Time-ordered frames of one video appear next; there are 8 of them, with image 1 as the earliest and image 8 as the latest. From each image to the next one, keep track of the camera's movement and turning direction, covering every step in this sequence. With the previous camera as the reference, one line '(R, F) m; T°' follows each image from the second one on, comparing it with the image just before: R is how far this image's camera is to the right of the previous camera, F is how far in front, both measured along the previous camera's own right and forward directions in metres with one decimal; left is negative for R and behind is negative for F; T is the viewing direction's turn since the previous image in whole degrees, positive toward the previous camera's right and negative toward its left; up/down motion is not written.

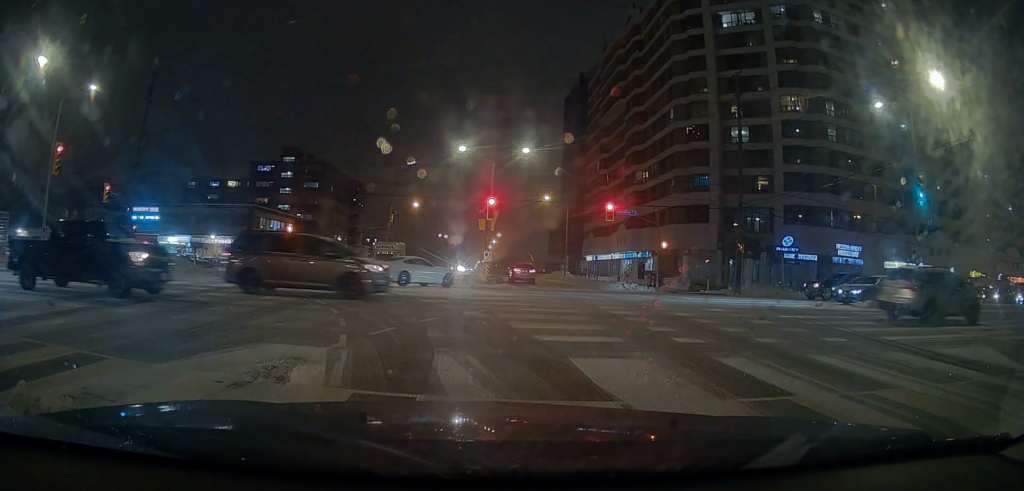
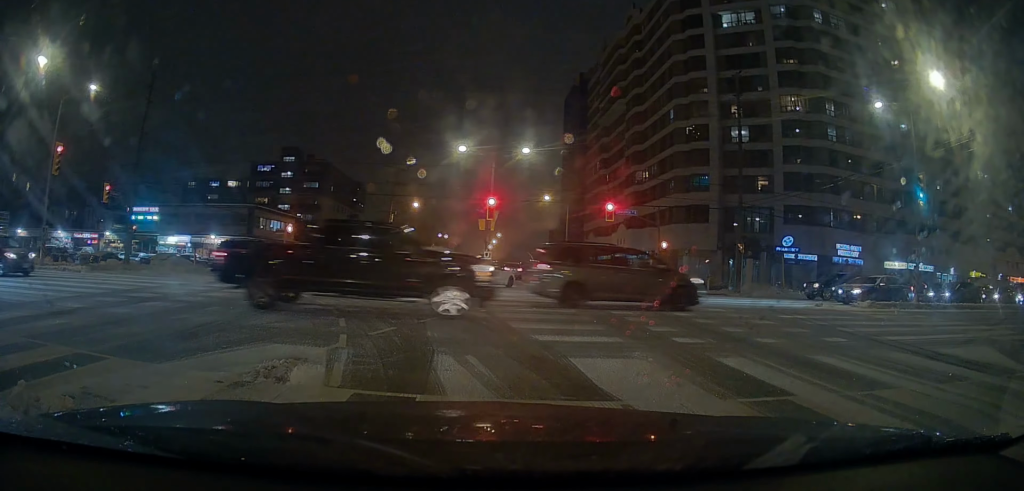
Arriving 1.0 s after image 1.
(0.0, 0.0) m; 0°
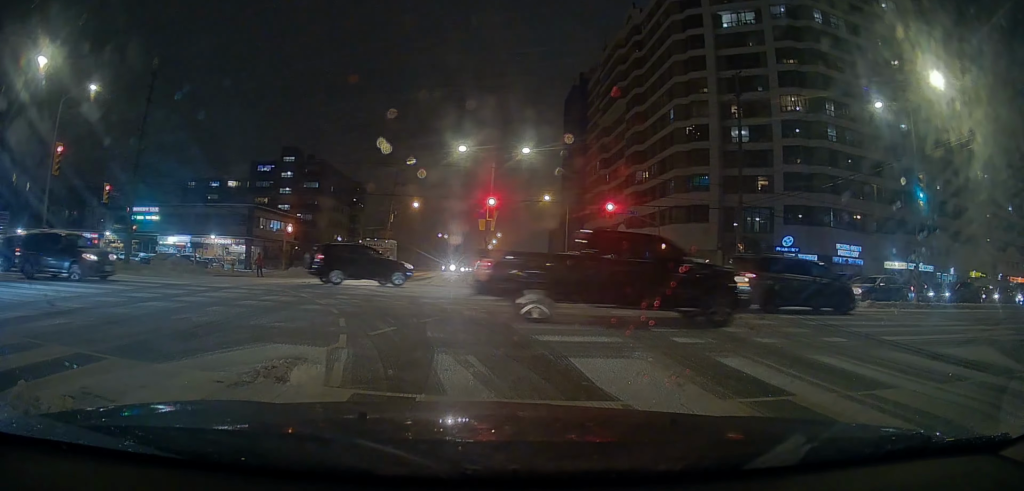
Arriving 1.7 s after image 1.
(0.0, 0.0) m; 0°
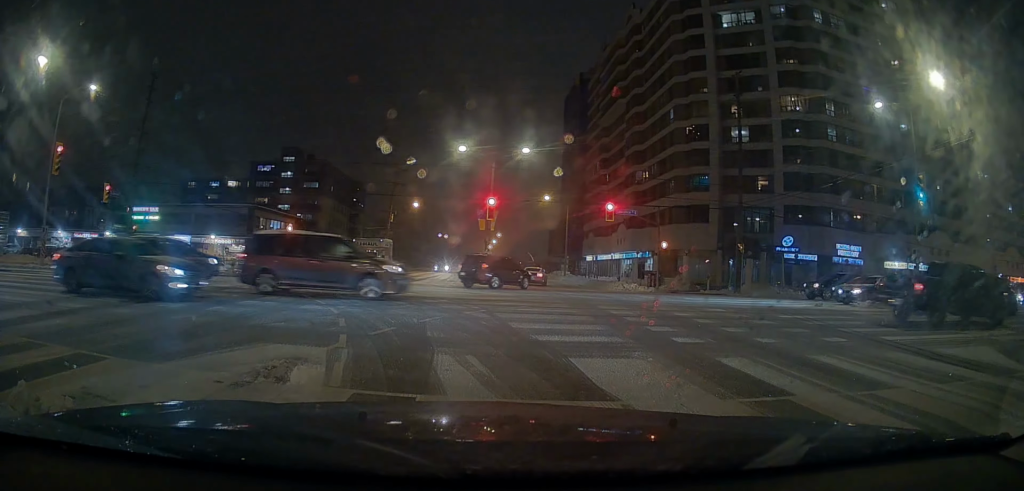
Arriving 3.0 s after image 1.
(0.0, 0.0) m; 0°
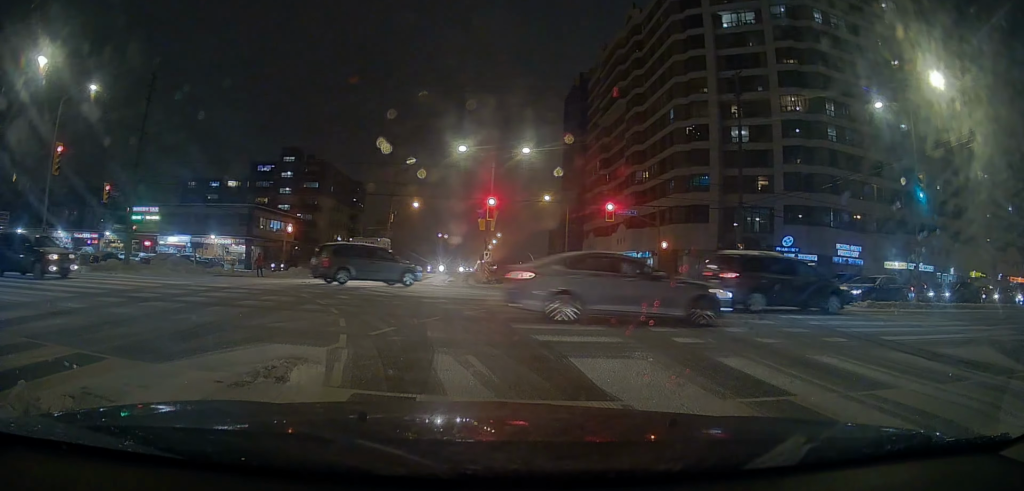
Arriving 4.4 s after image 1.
(0.0, 0.0) m; 0°
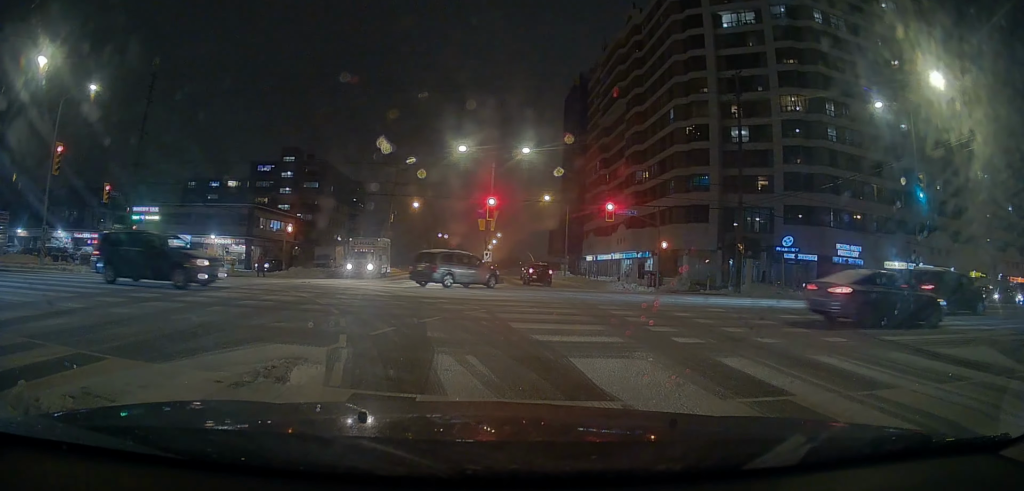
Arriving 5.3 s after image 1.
(0.0, 0.0) m; 0°
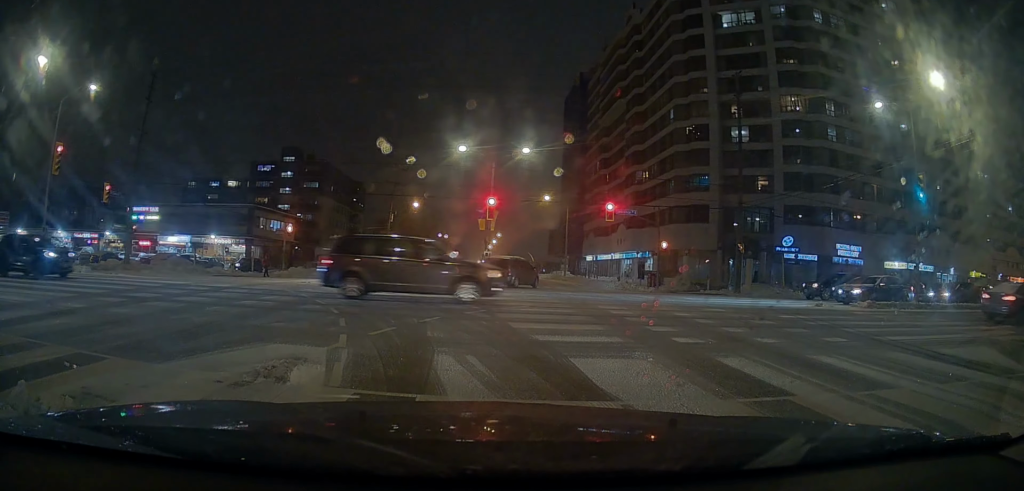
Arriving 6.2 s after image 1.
(0.0, 0.0) m; 0°
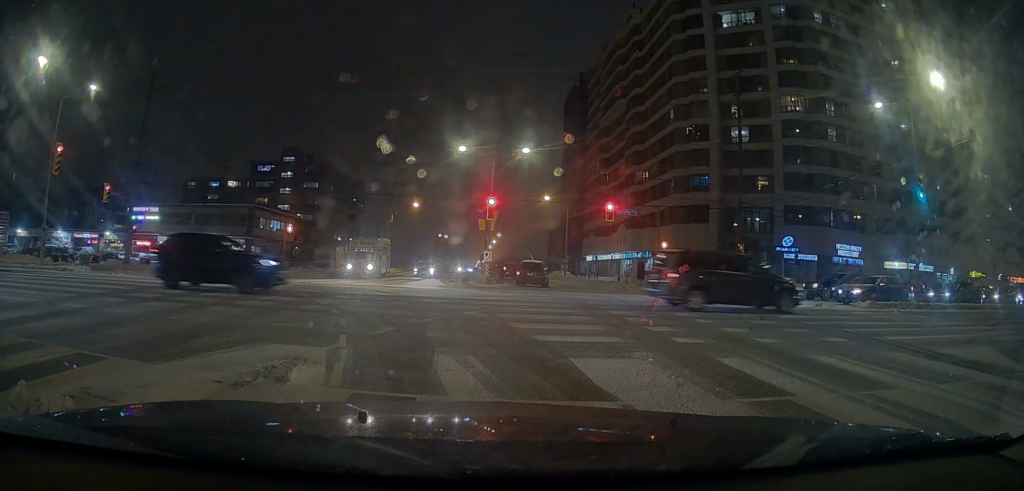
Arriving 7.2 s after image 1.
(0.0, 0.0) m; 0°
